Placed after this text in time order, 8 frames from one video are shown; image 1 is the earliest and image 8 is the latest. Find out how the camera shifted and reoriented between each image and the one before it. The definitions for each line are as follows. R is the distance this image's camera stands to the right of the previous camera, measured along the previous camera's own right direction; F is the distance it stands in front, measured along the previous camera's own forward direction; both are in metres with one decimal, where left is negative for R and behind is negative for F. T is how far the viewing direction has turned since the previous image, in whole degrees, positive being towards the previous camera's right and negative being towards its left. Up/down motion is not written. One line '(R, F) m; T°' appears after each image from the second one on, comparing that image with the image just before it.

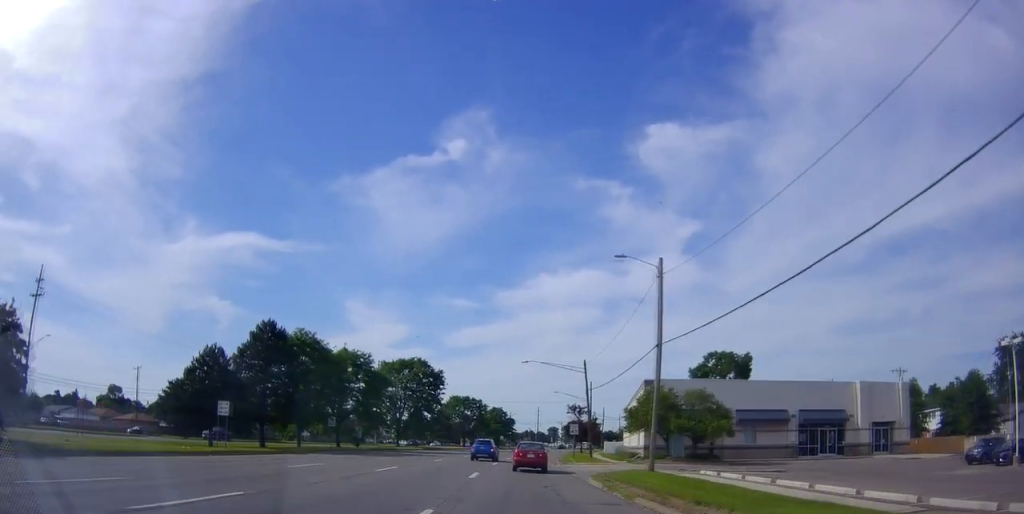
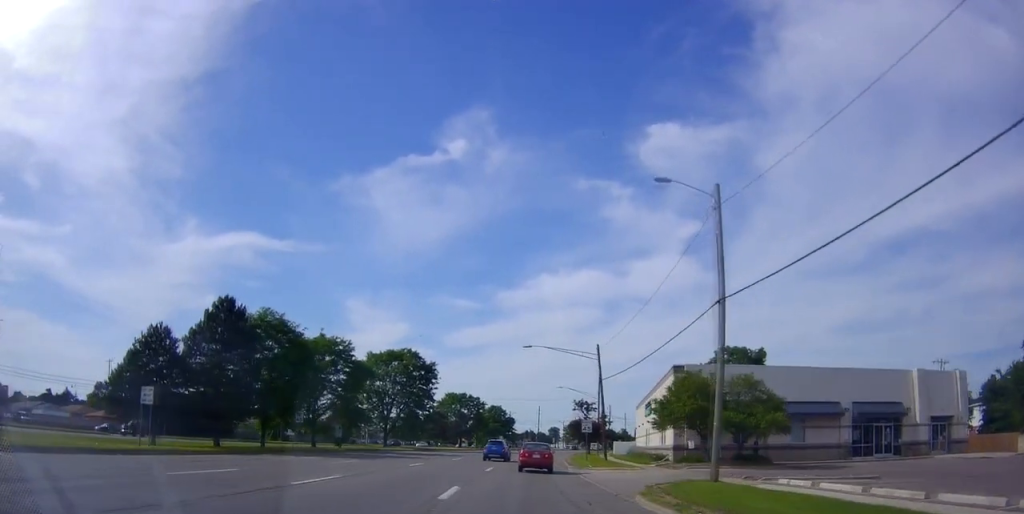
(-0.5, +9.1) m; -1°
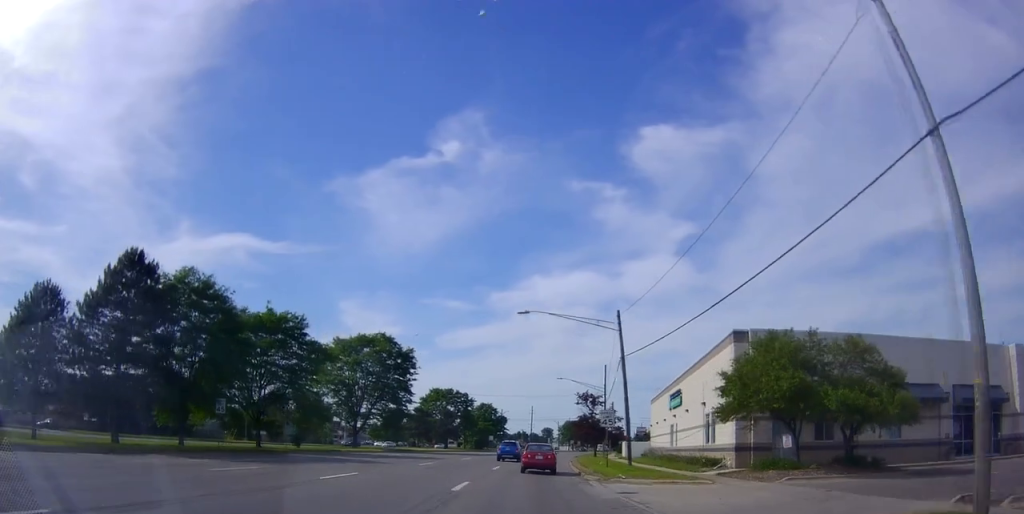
(-0.1, +12.8) m; 0°
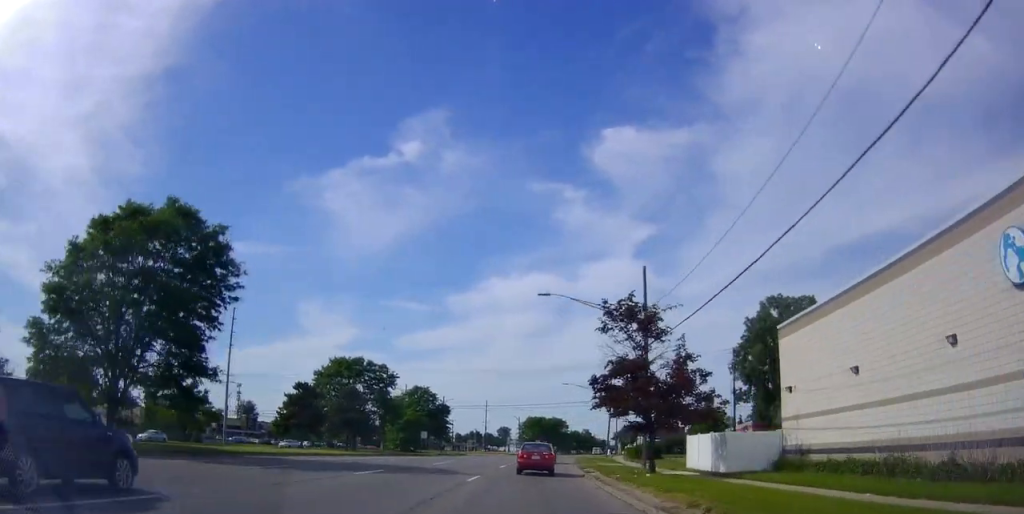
(+0.8, +42.0) m; +3°
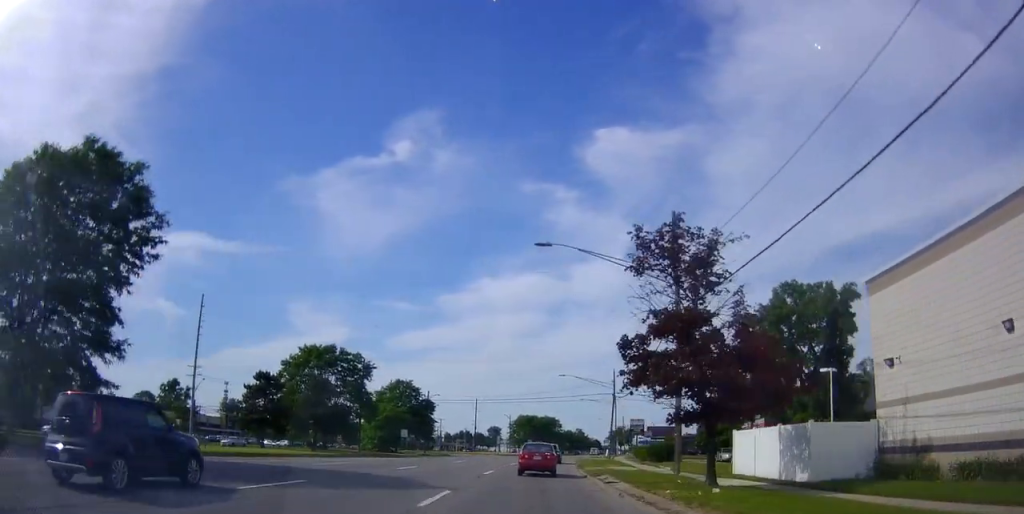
(+0.1, +8.6) m; +1°
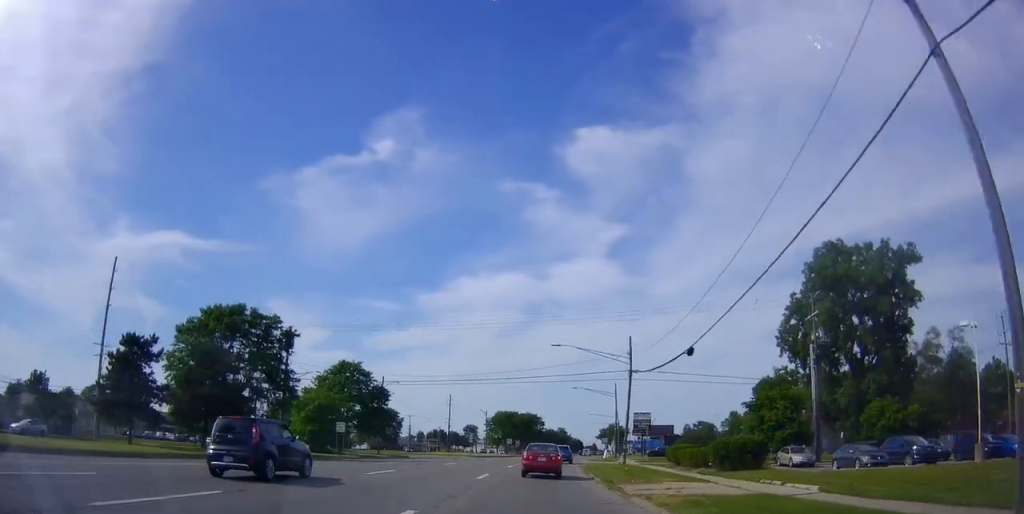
(+0.3, +20.0) m; +2°
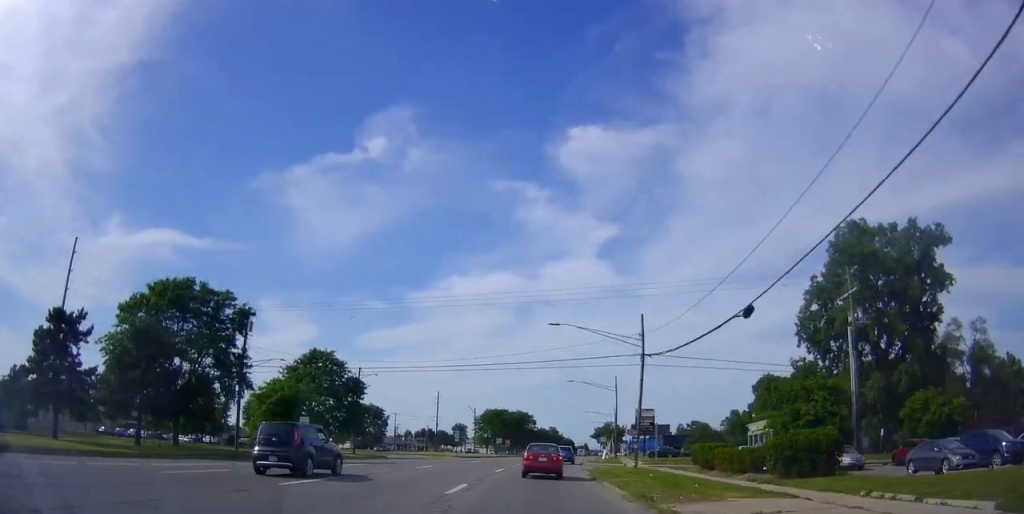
(0.0, +7.8) m; +1°
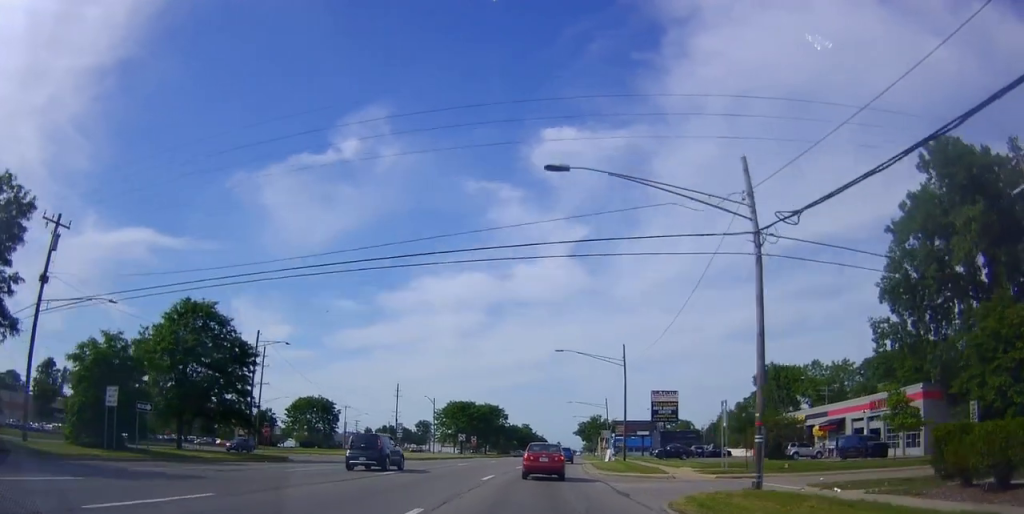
(+0.7, +23.0) m; +2°
